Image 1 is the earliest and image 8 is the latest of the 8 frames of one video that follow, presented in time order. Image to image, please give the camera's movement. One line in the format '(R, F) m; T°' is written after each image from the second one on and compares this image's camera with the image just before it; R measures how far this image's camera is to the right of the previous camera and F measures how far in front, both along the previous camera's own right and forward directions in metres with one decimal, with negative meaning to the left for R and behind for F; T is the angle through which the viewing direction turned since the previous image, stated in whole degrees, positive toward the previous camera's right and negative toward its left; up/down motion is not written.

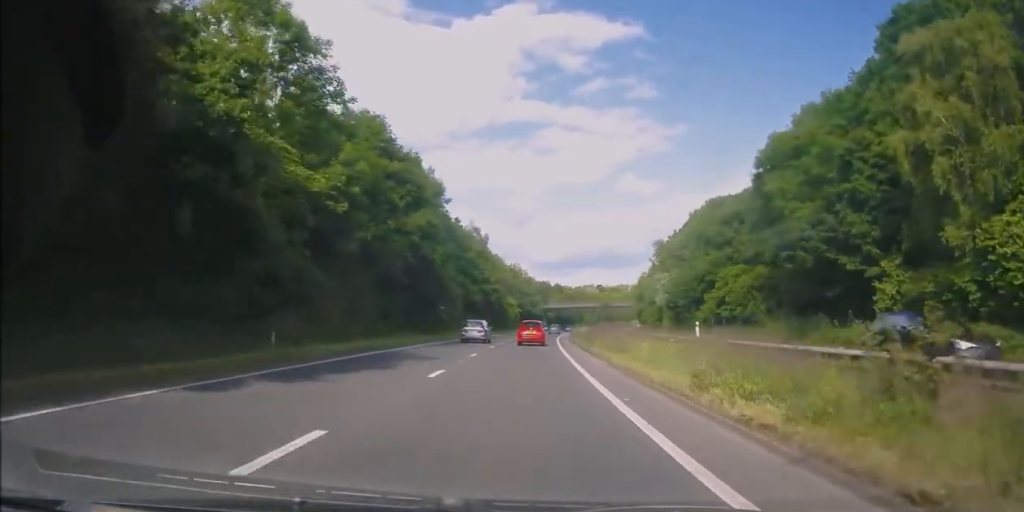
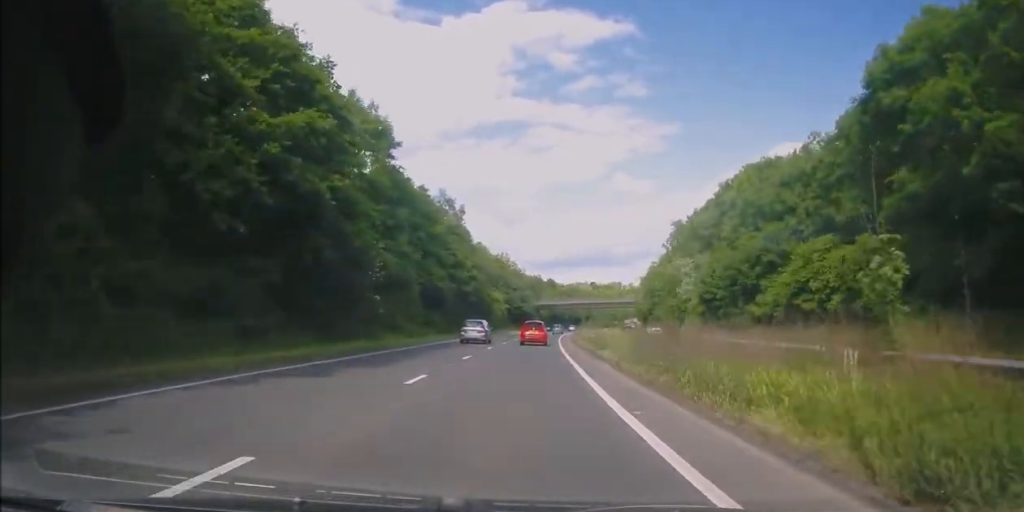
(+0.1, +20.2) m; +1°
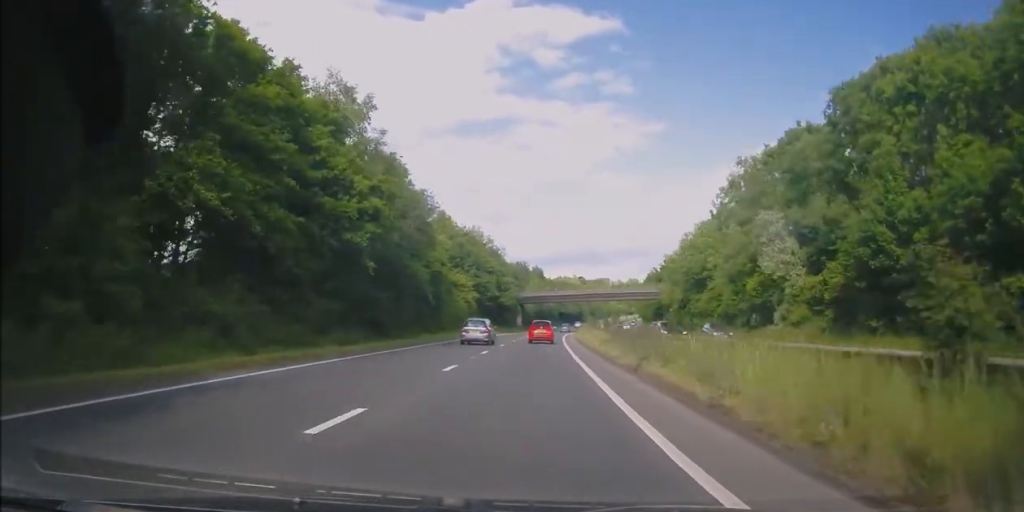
(+0.4, +33.6) m; +1°
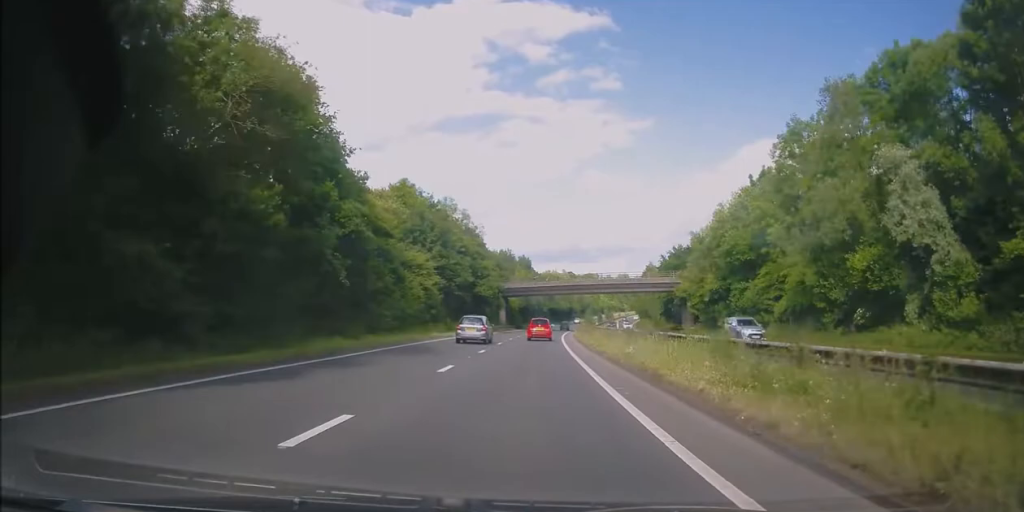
(+0.1, +19.3) m; +1°
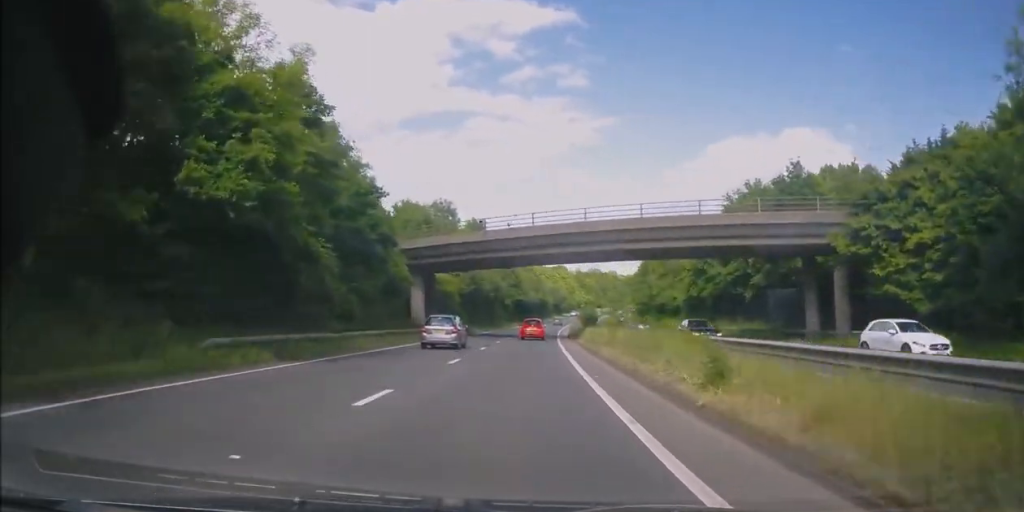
(+1.6, +51.8) m; +4°
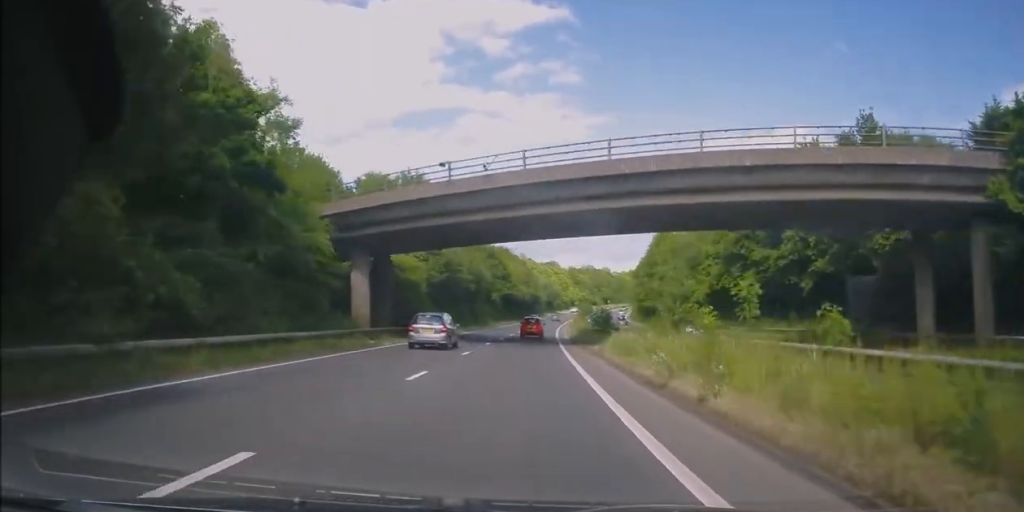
(0.0, +14.7) m; +1°
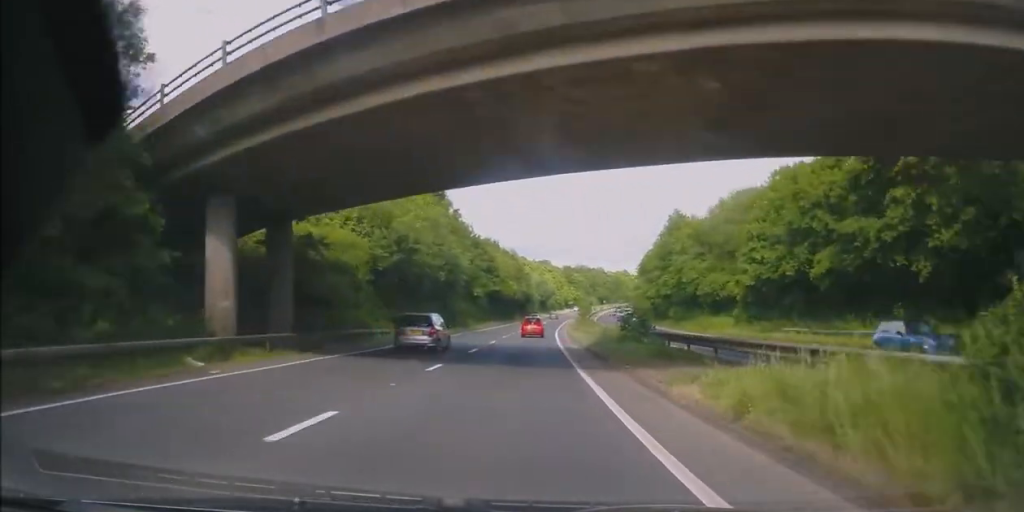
(+0.2, +15.8) m; +1°
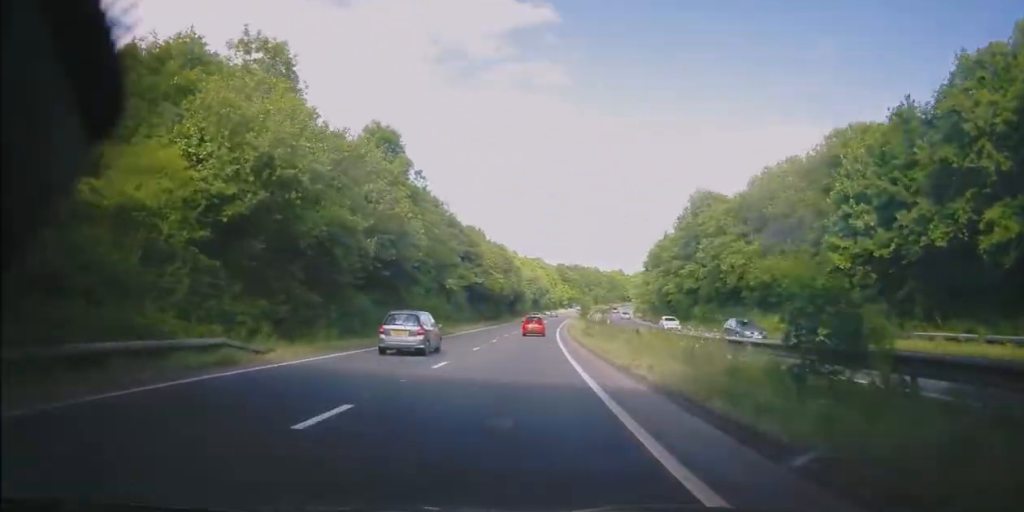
(+0.5, +17.8) m; 0°
